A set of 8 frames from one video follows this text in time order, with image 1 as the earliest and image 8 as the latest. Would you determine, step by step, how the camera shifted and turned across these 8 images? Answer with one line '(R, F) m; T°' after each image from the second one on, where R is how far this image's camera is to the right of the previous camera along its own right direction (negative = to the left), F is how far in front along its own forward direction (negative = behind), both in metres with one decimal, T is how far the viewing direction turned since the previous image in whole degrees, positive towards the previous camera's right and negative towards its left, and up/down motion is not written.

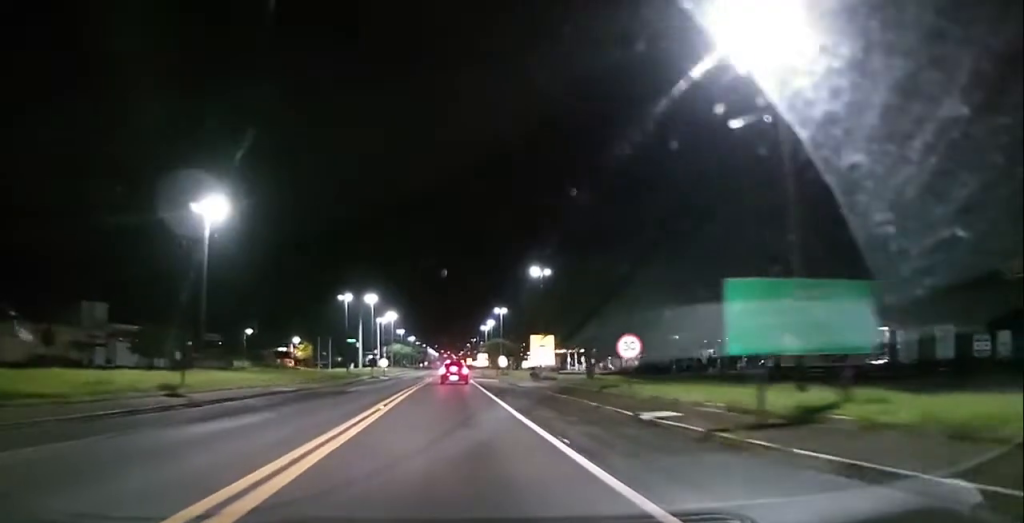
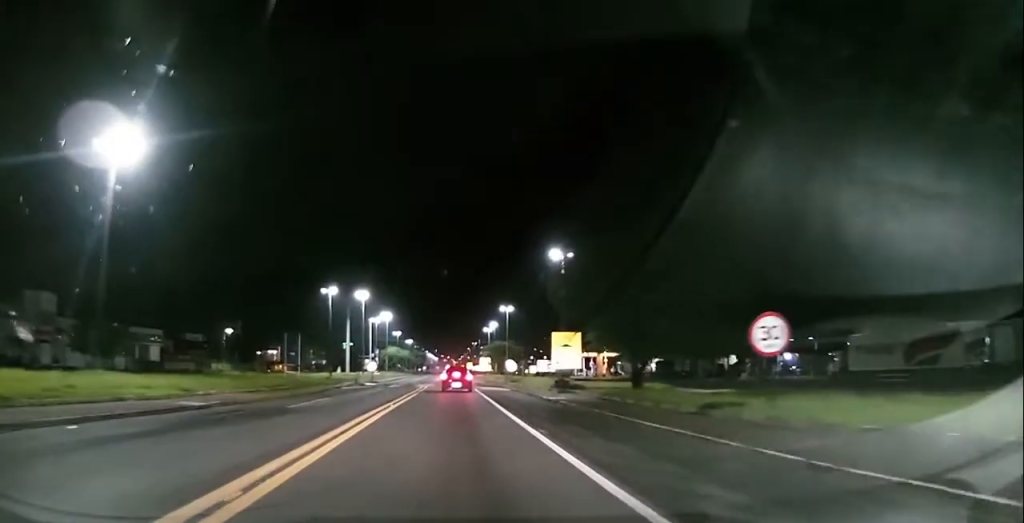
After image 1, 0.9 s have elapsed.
(0.0, +13.6) m; 0°
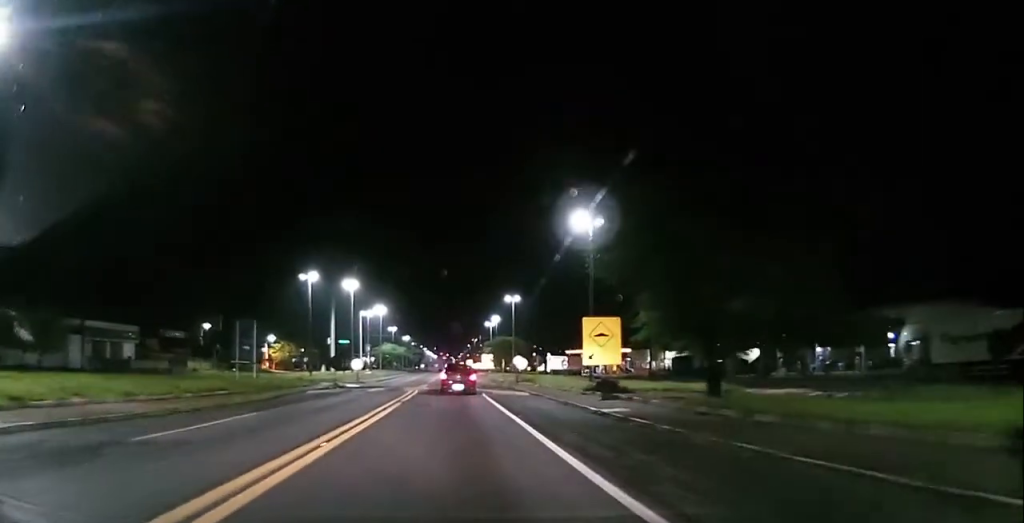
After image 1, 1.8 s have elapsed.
(0.0, +12.5) m; 0°
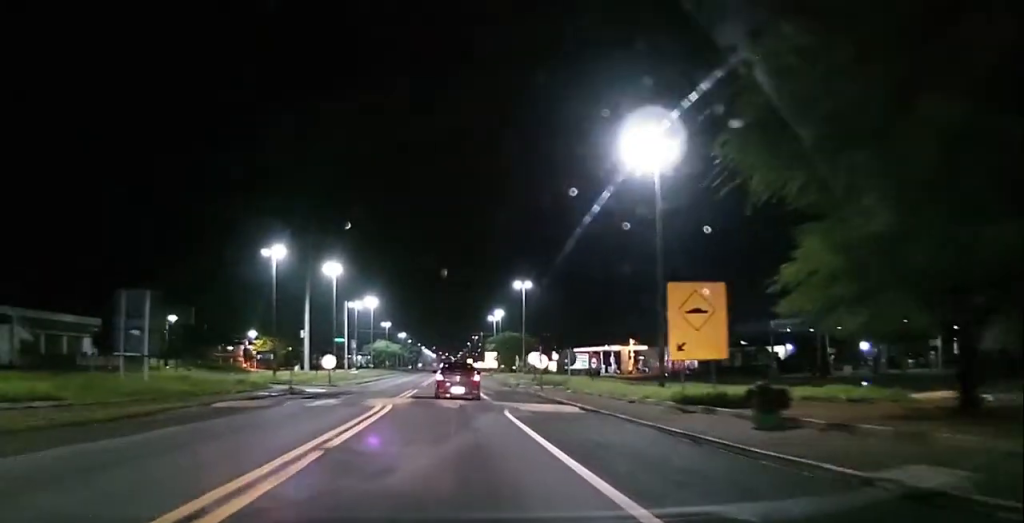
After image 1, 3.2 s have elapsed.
(-0.1, +16.9) m; -1°
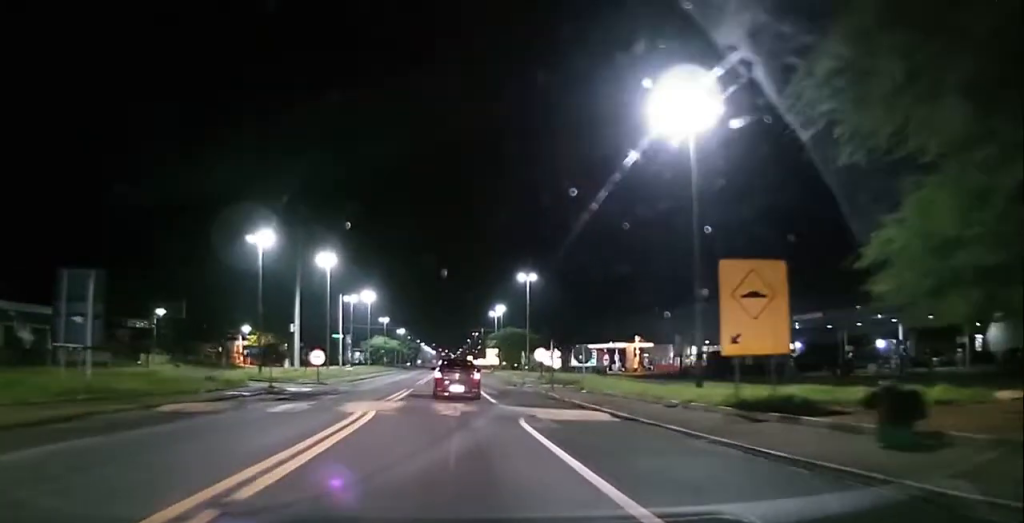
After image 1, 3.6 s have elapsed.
(0.0, +5.4) m; 0°
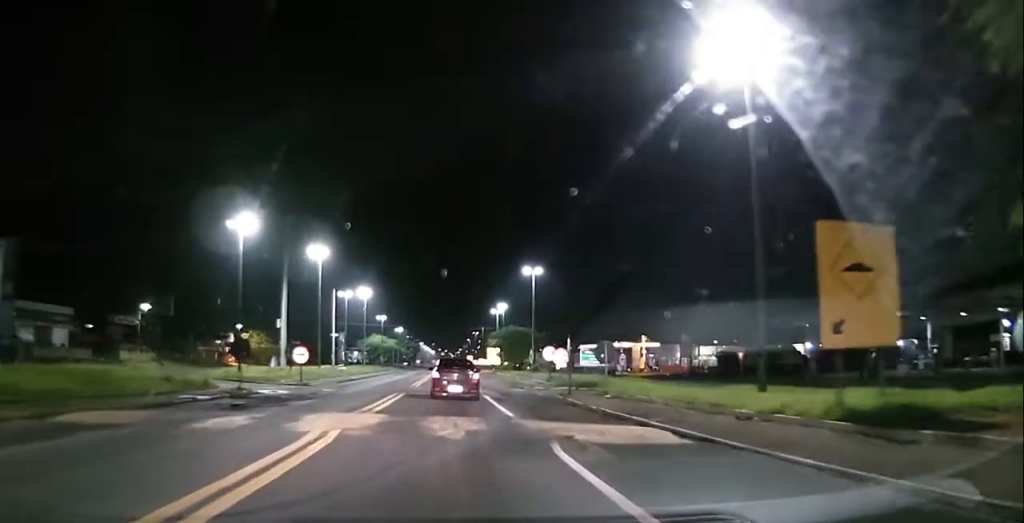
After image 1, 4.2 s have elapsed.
(0.0, +6.2) m; -1°
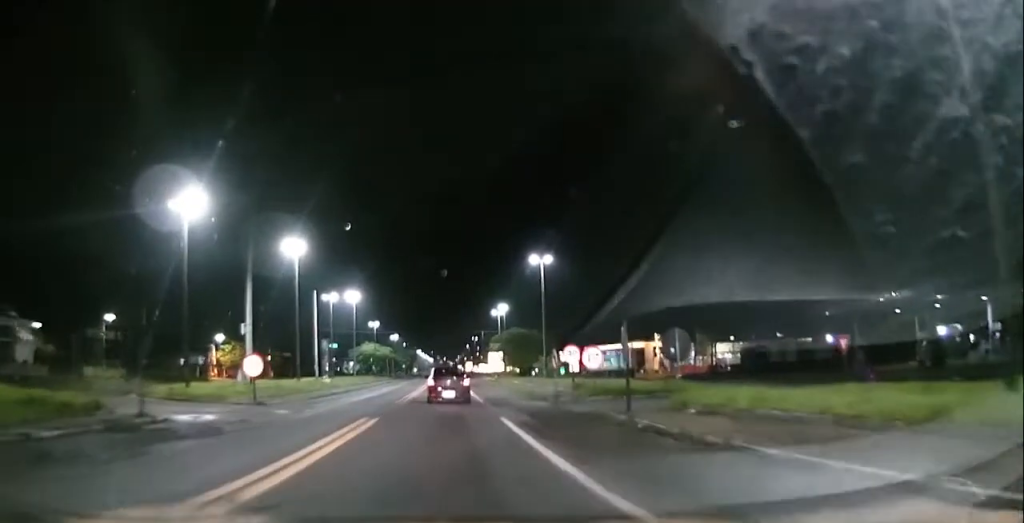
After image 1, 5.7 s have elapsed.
(+0.1, +13.0) m; +3°
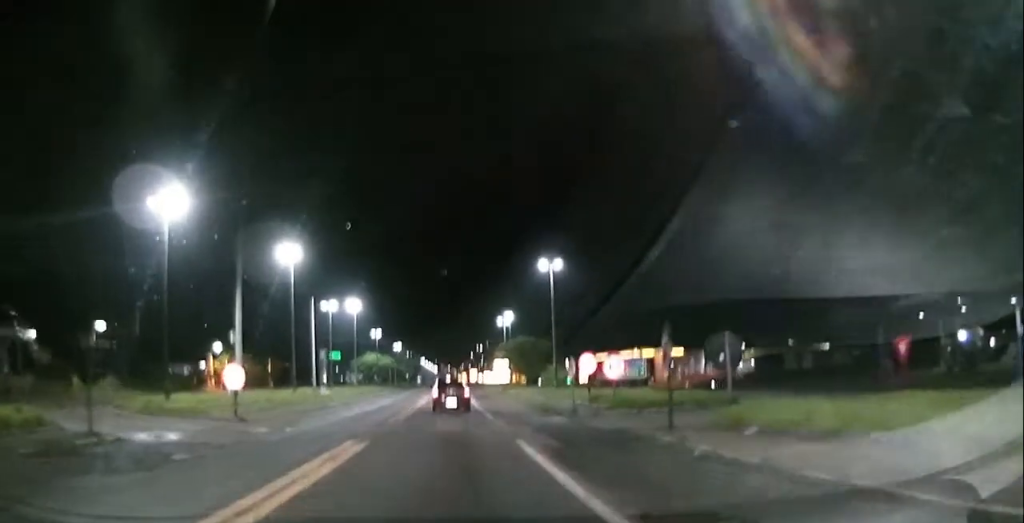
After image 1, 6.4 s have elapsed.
(+0.3, +4.5) m; +1°
